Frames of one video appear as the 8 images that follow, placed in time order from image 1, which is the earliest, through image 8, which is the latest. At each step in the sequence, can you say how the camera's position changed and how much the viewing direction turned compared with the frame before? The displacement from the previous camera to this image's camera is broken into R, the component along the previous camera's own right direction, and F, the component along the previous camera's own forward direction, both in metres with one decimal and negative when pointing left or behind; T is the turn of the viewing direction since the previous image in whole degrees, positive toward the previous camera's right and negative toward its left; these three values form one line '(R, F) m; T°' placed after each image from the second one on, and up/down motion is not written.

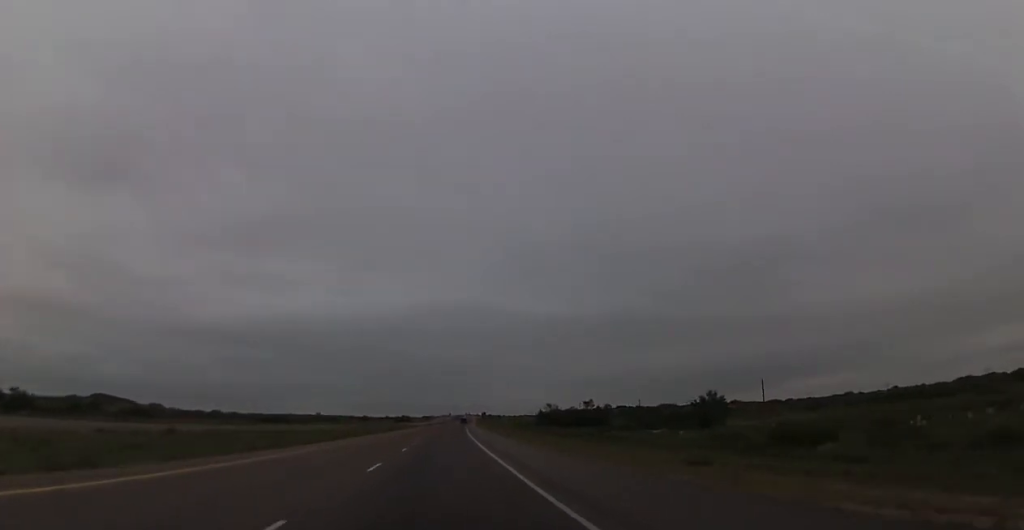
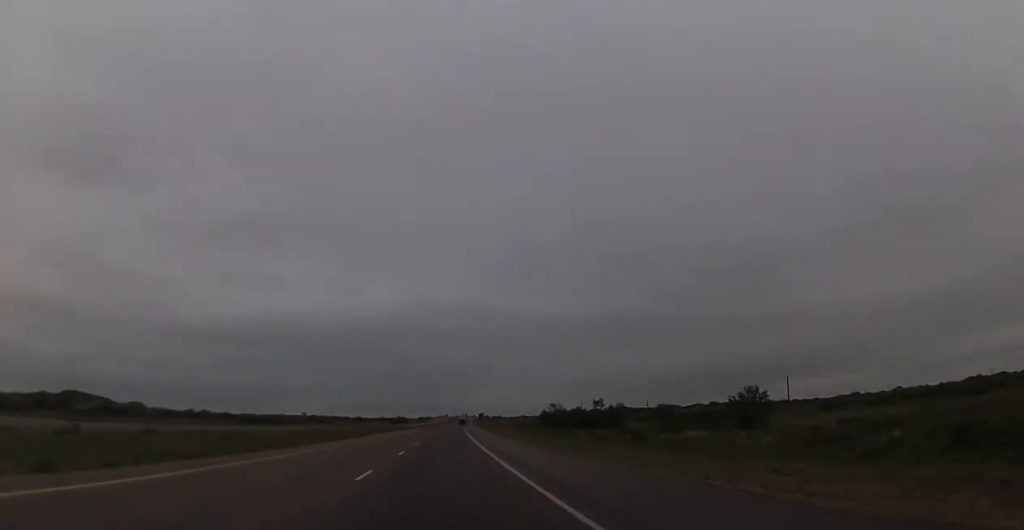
(-0.1, +14.9) m; 0°
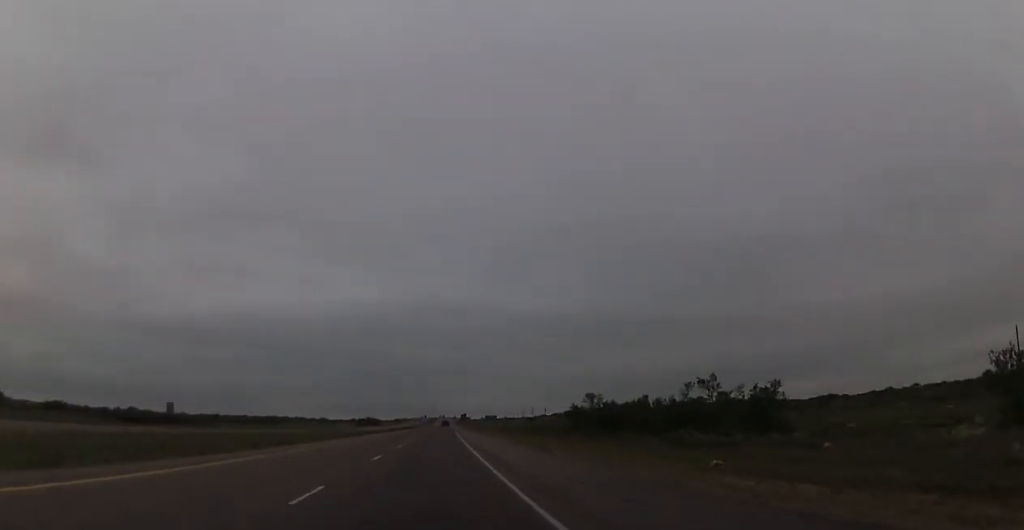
(+0.9, +77.9) m; +2°
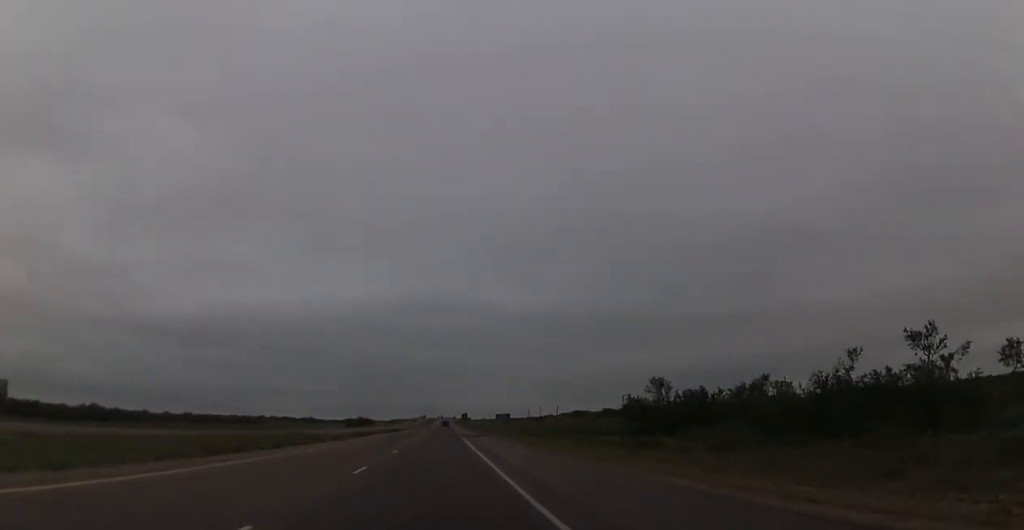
(+0.8, +42.0) m; +1°
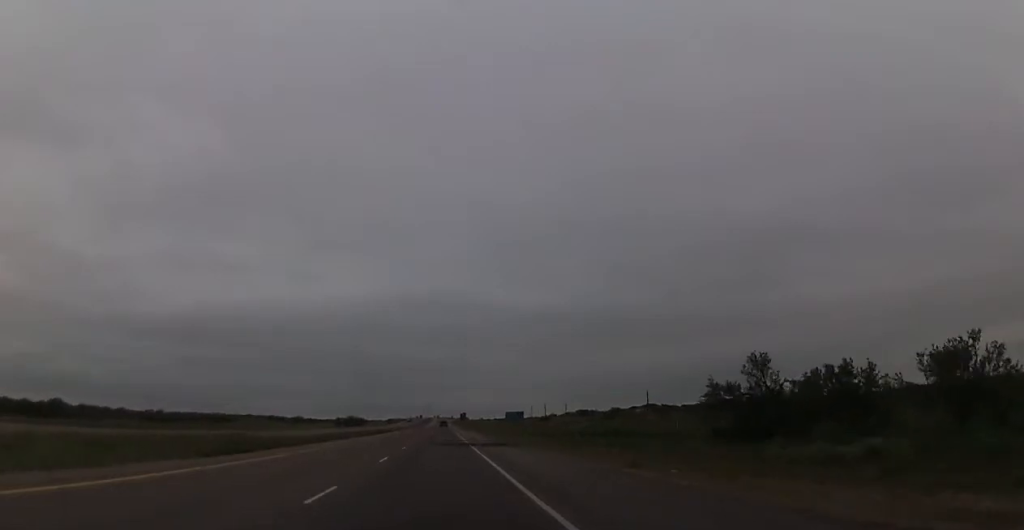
(-0.1, +30.7) m; 0°
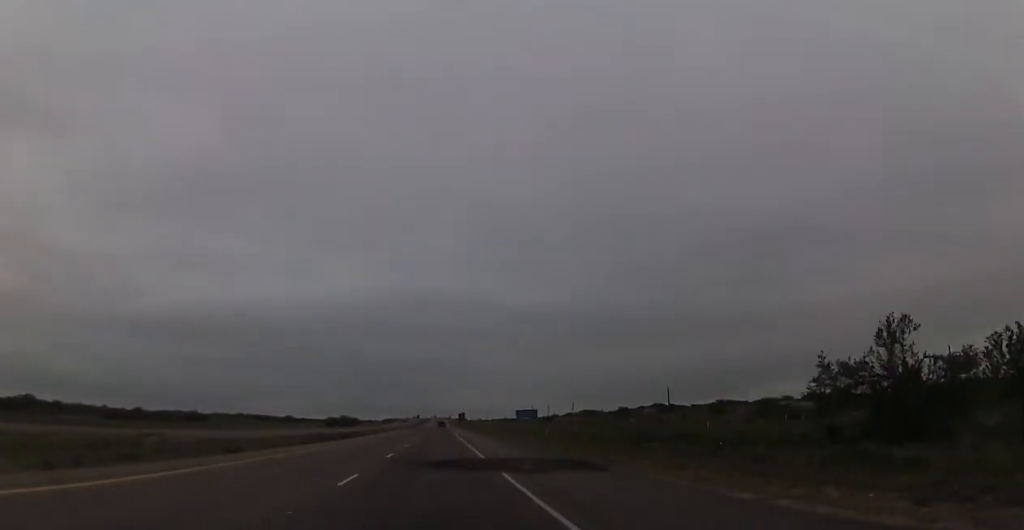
(0.0, +20.9) m; +1°
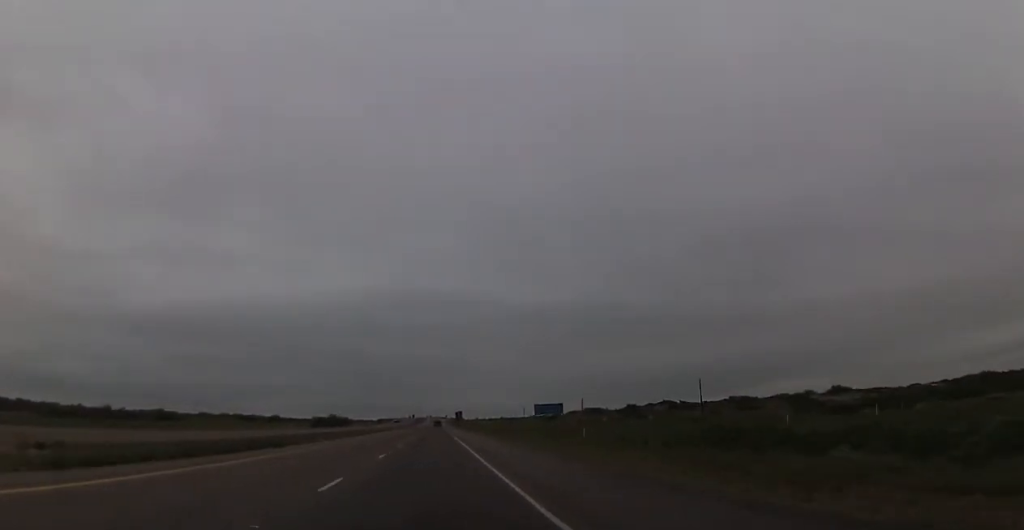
(+0.1, +25.8) m; 0°
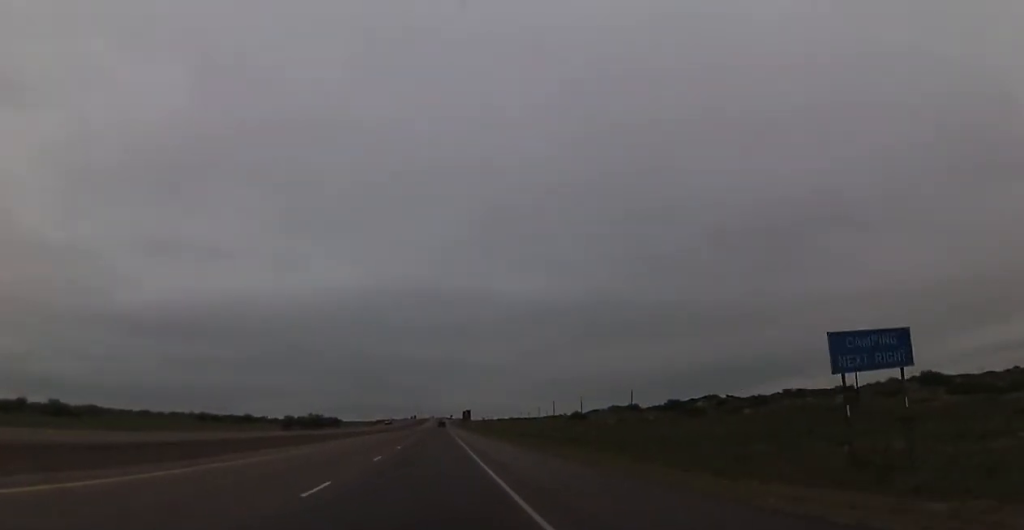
(-0.1, +61.5) m; 0°
